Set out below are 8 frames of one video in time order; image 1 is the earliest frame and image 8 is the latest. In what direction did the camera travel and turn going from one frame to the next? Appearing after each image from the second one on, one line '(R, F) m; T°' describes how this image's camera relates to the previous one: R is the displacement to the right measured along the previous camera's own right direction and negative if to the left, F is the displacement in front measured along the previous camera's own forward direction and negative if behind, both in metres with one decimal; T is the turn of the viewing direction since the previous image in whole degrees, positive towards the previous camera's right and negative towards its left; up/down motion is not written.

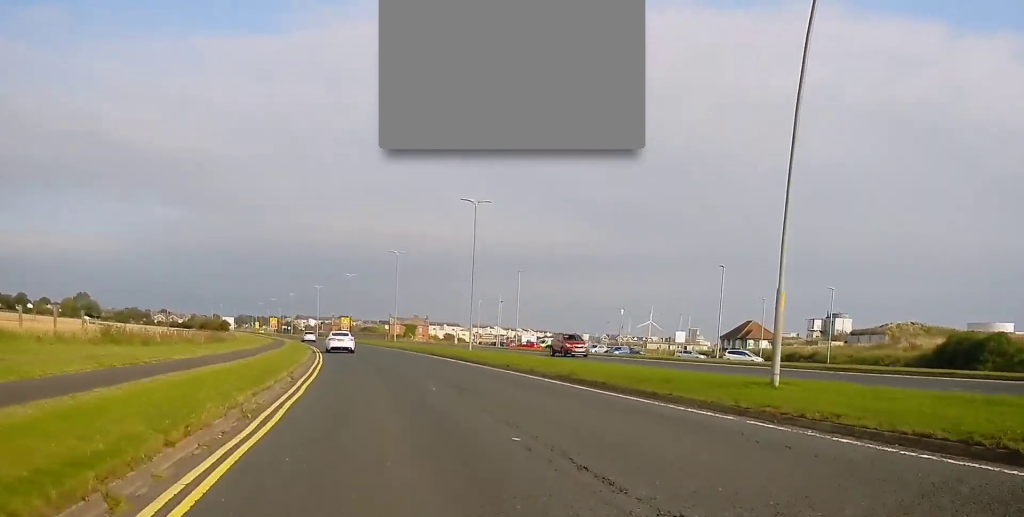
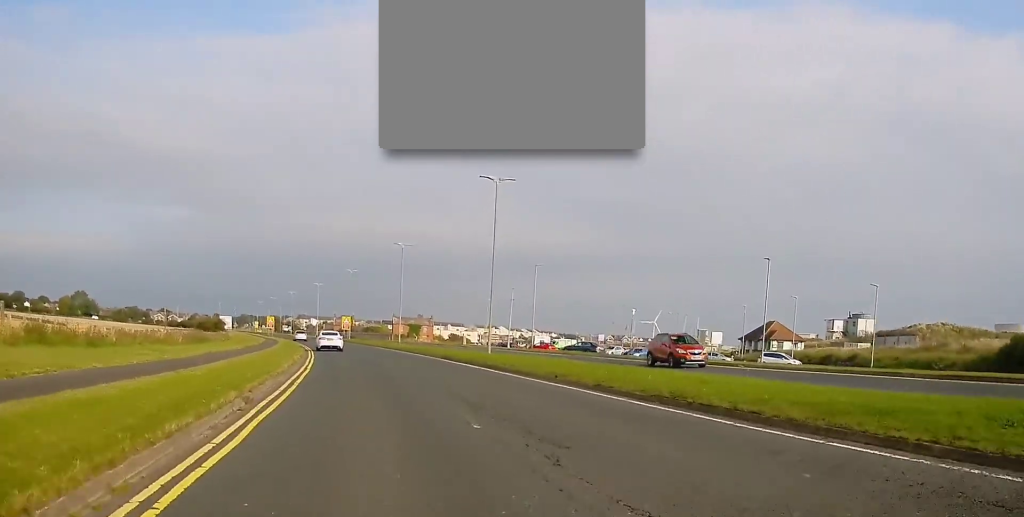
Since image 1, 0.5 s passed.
(0.0, +7.7) m; +1°
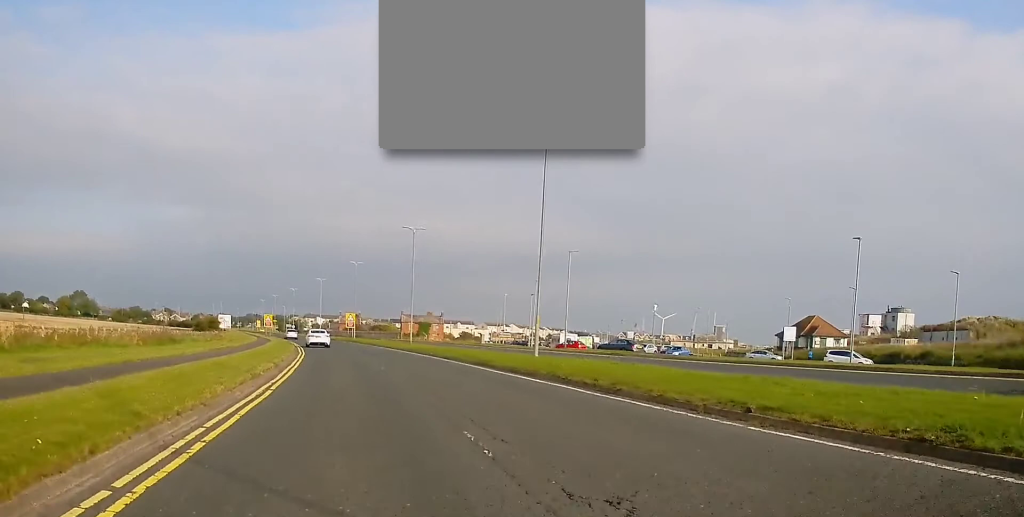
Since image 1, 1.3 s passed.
(+0.1, +11.2) m; 0°
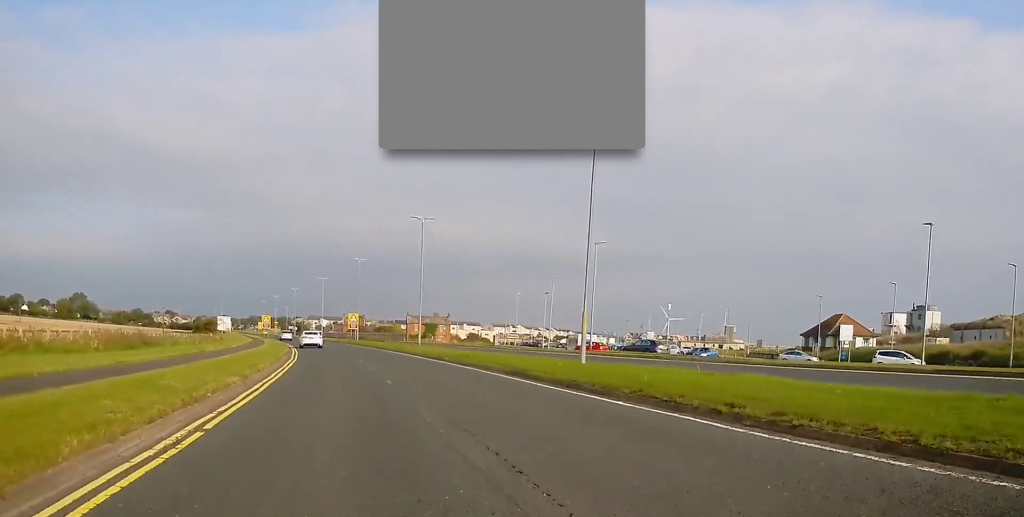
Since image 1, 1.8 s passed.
(+0.2, +7.0) m; 0°
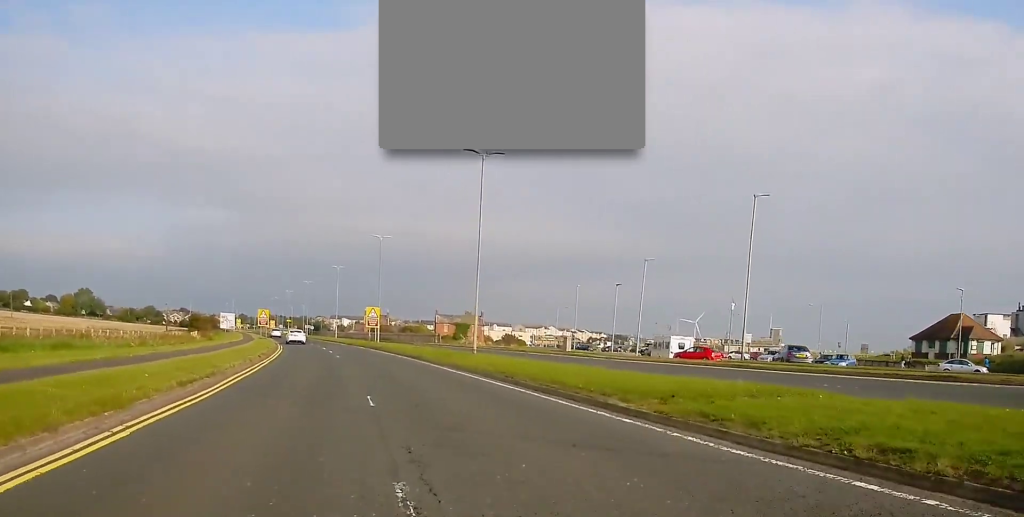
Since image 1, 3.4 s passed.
(-0.9, +23.3) m; -3°
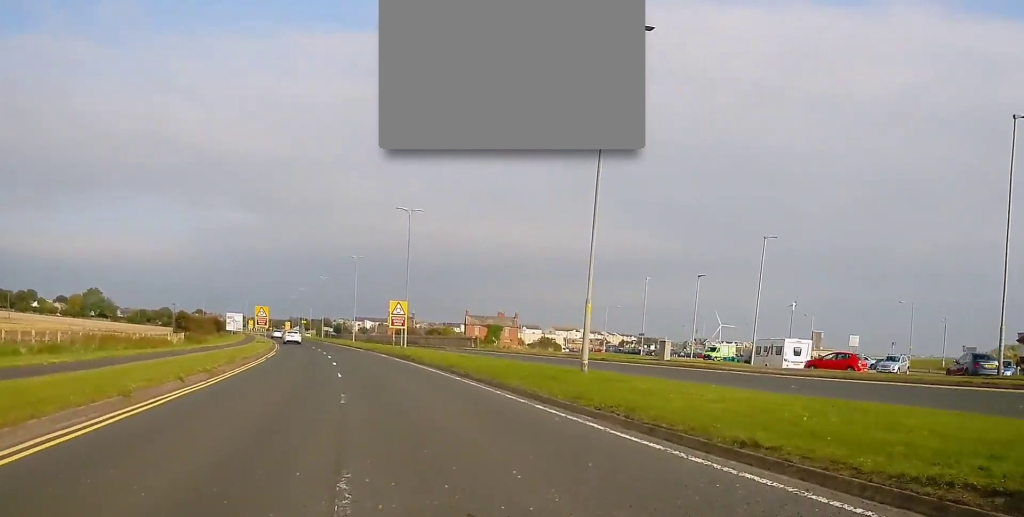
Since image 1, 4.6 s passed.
(-0.2, +17.2) m; -1°
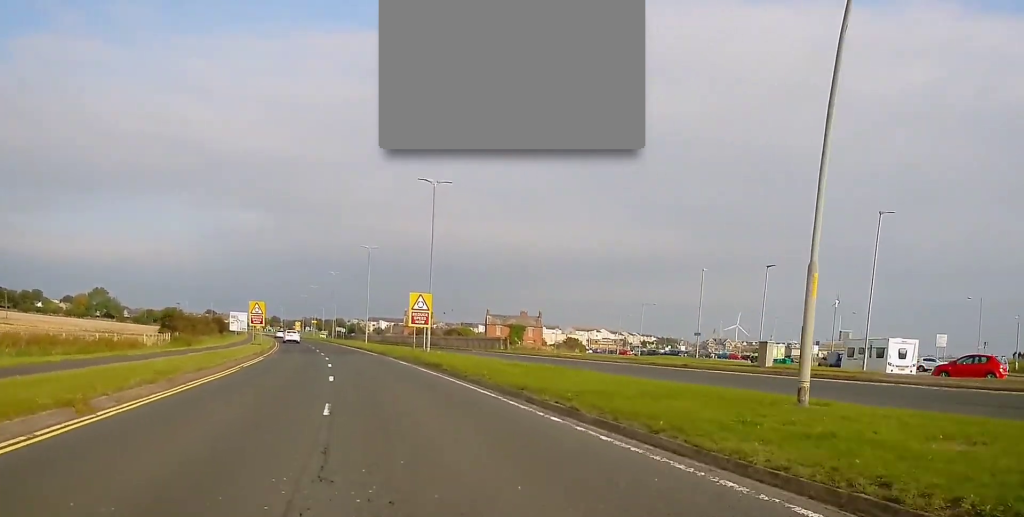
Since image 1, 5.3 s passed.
(-0.1, +10.9) m; -1°
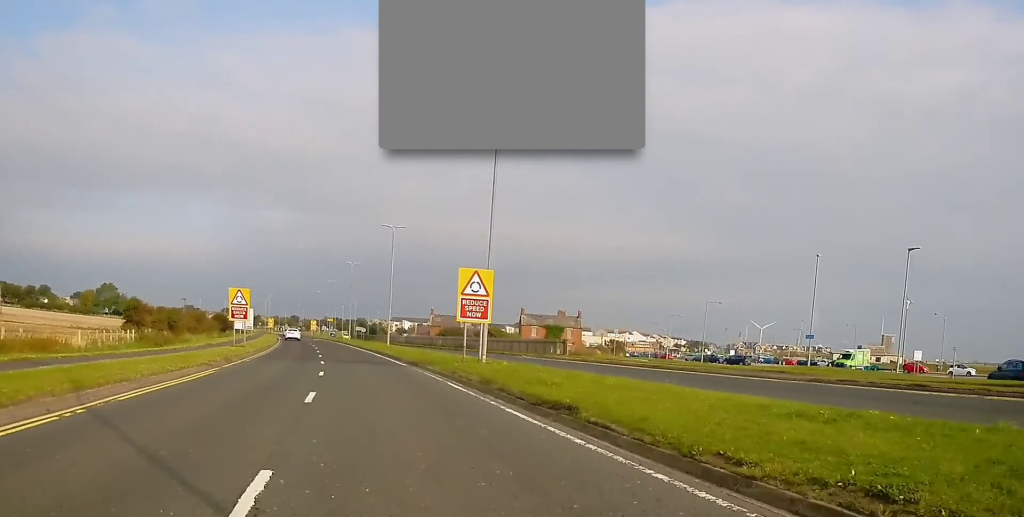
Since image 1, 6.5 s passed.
(-0.4, +16.5) m; -2°
